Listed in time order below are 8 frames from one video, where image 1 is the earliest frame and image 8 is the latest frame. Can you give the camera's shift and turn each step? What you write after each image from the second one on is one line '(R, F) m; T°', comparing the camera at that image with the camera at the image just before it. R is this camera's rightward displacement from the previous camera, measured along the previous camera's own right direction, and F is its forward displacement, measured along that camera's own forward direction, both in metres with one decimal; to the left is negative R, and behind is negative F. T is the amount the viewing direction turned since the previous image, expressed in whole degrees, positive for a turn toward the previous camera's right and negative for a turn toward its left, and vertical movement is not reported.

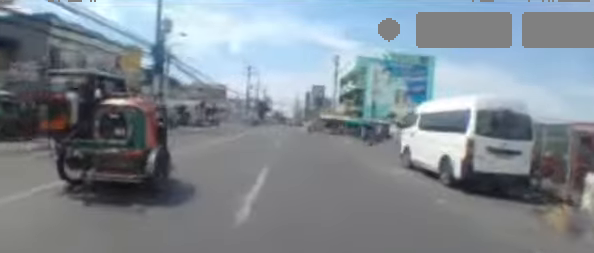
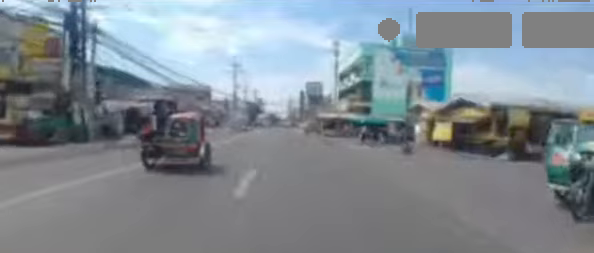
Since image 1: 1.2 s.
(0.0, +8.5) m; -3°
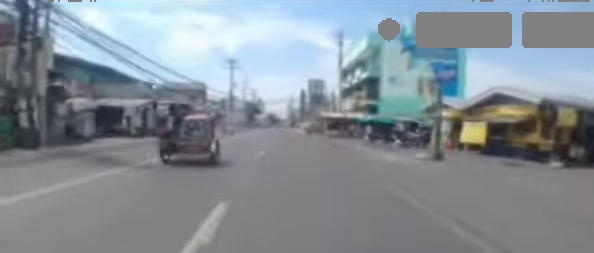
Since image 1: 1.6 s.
(-0.1, +3.4) m; -2°
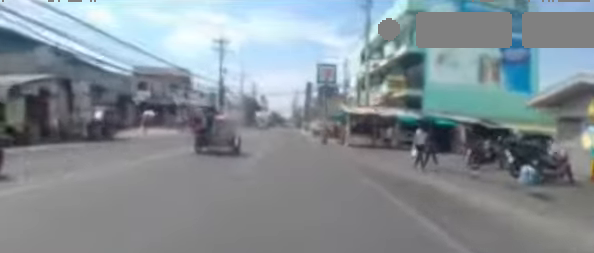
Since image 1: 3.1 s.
(-0.7, +11.5) m; -6°
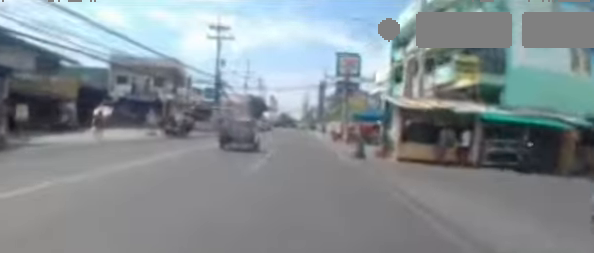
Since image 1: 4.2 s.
(-0.3, +8.6) m; -1°
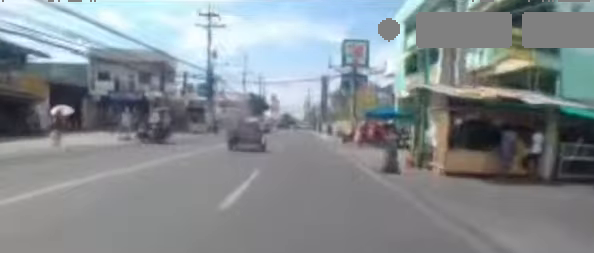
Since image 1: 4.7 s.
(0.0, +3.6) m; -1°
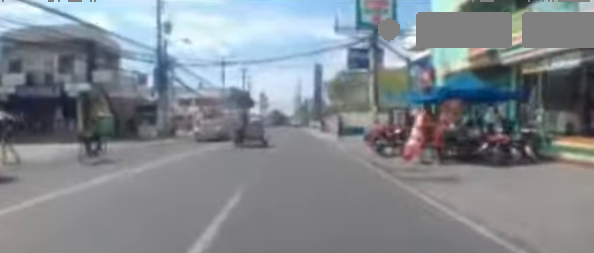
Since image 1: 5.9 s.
(-0.1, +9.9) m; +1°
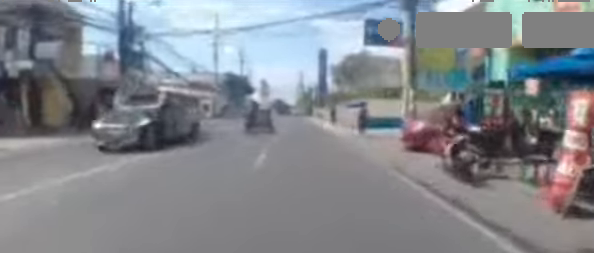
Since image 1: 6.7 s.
(+0.1, +5.2) m; +4°
